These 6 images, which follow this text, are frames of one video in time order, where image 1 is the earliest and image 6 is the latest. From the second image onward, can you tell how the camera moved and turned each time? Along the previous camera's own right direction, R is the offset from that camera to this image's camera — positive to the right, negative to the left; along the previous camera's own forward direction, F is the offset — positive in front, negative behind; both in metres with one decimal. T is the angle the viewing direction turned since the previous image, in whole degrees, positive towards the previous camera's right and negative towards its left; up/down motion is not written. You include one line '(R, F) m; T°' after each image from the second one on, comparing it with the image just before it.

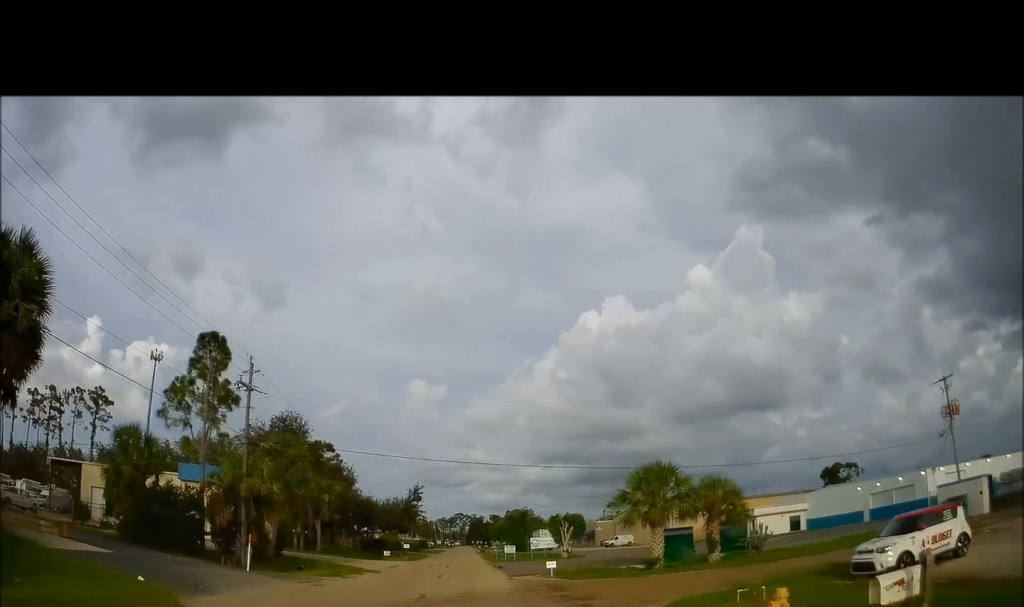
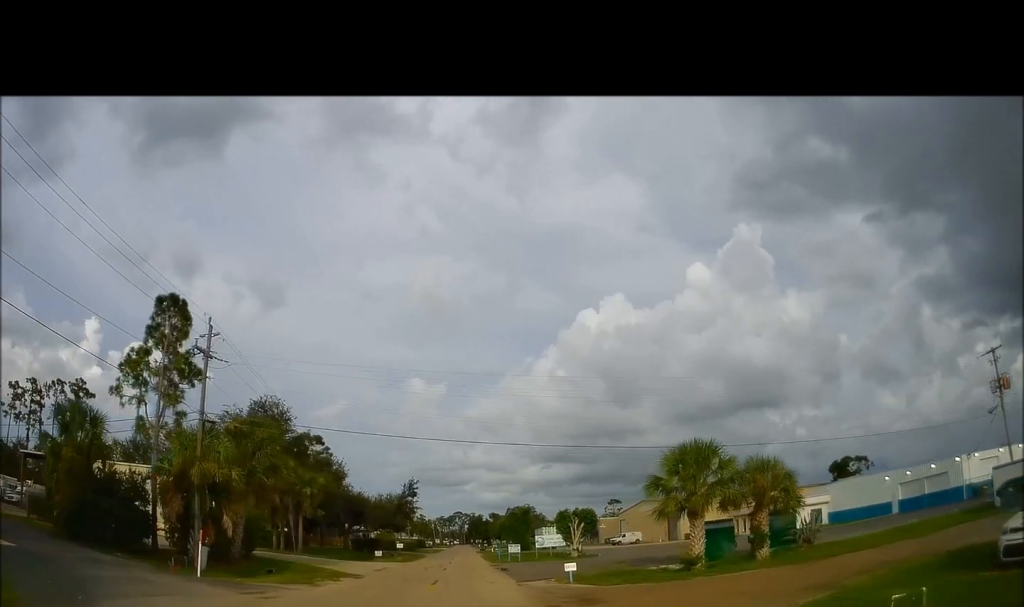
(-0.2, +5.4) m; 0°
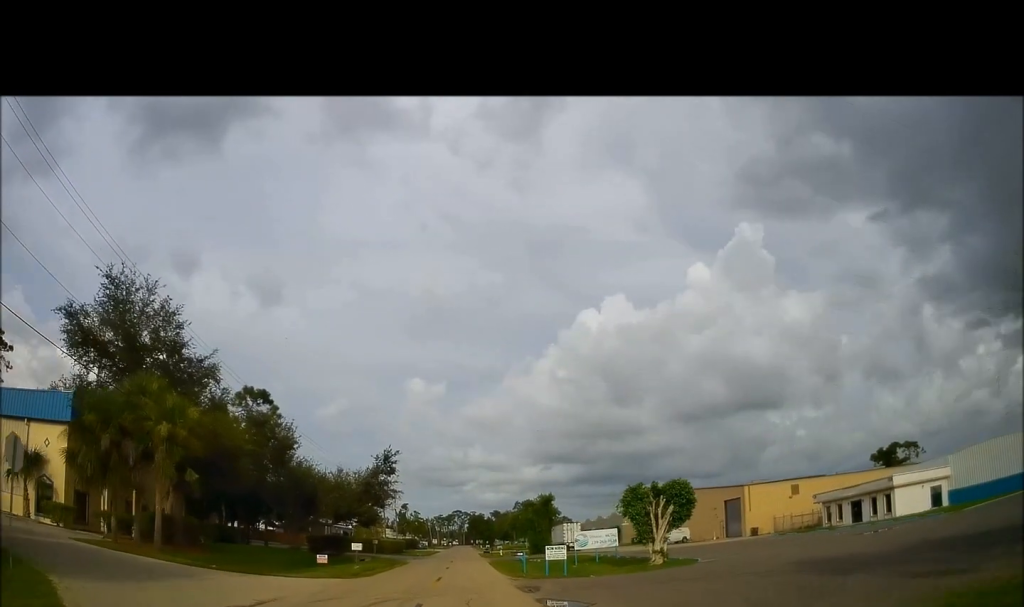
(+0.9, +21.7) m; +2°
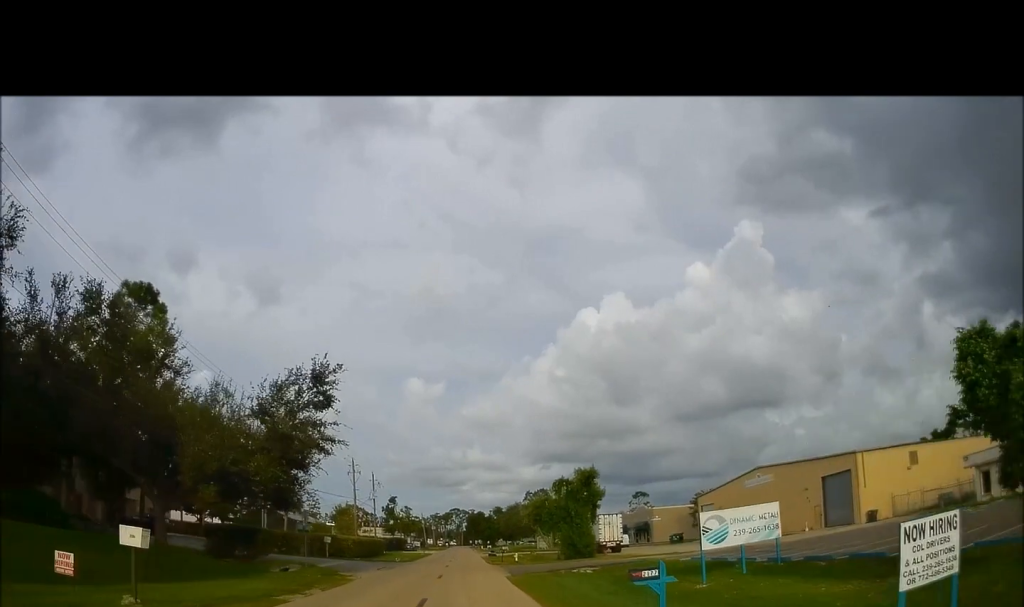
(-0.3, +22.4) m; -2°
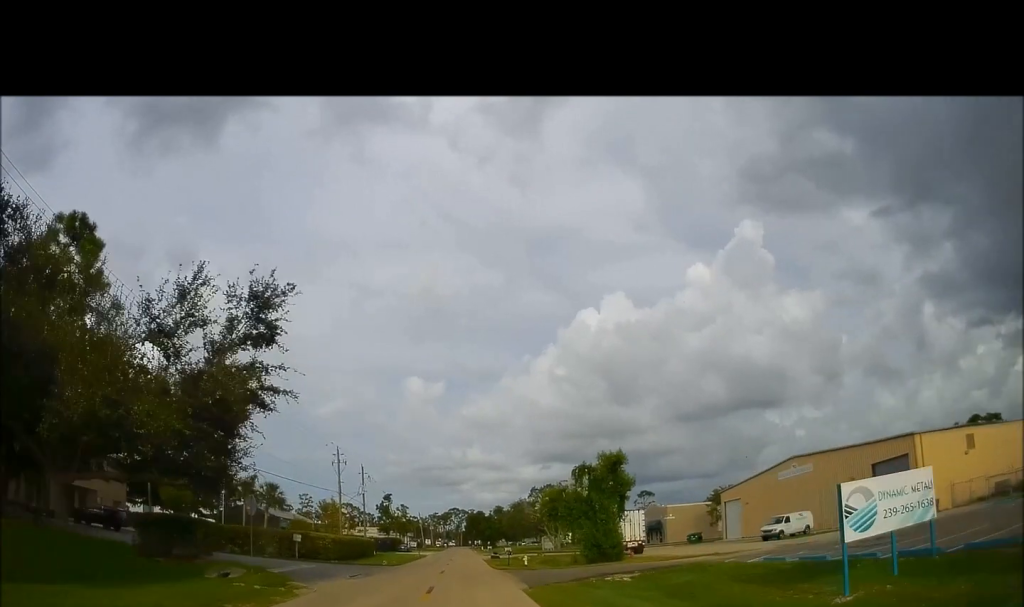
(-0.3, +7.8) m; 0°
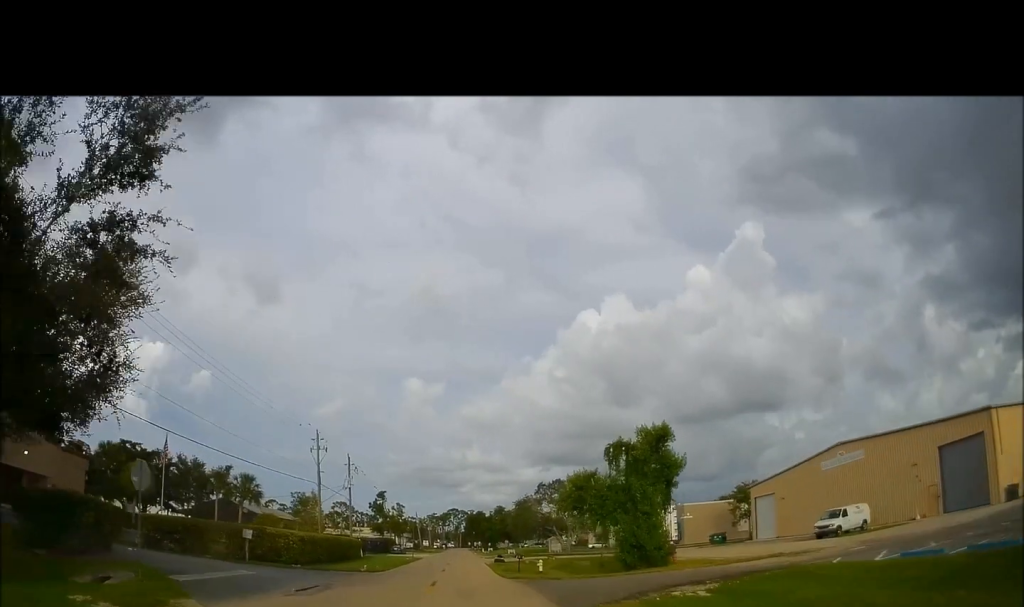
(+0.2, +8.3) m; +1°
